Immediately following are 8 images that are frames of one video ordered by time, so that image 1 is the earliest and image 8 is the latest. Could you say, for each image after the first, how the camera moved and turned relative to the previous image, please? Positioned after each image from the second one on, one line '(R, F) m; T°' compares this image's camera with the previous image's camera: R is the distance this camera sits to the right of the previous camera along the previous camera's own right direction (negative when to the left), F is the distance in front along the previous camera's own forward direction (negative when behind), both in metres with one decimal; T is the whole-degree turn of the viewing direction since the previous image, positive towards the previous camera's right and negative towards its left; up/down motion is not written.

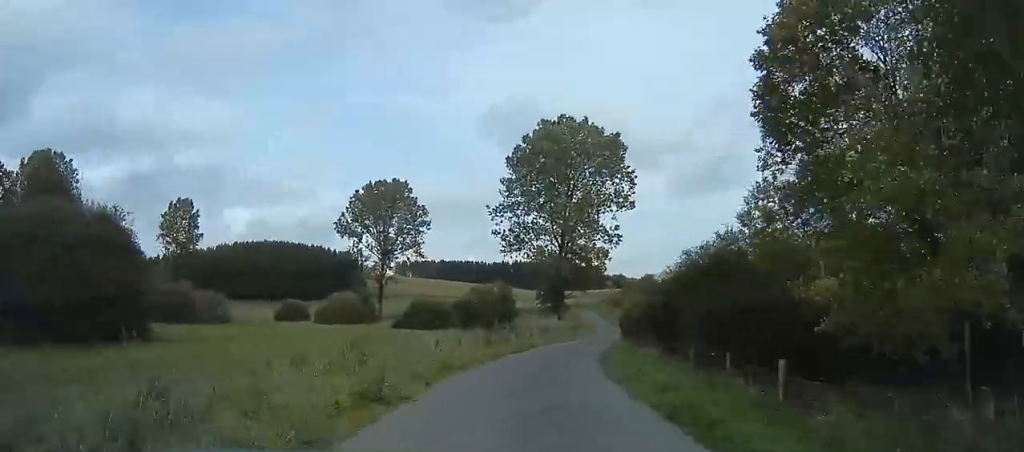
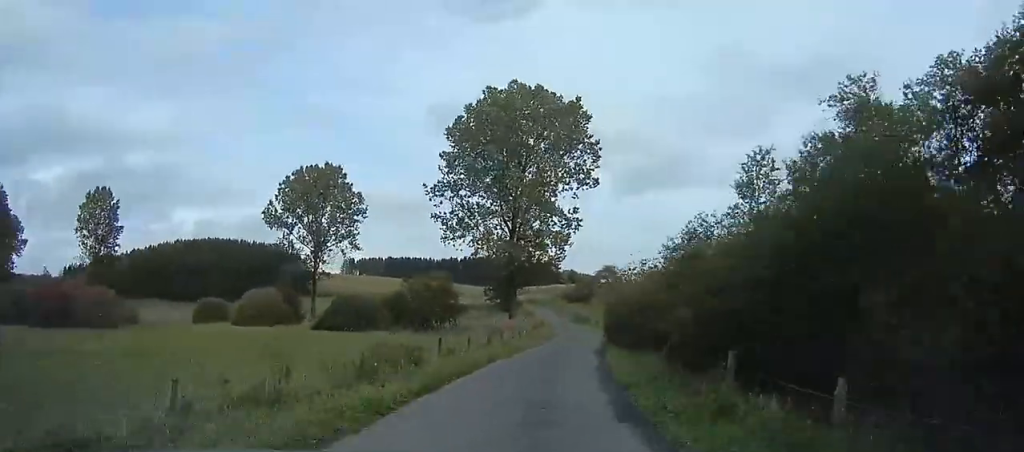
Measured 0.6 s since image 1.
(+0.7, +9.9) m; +3°
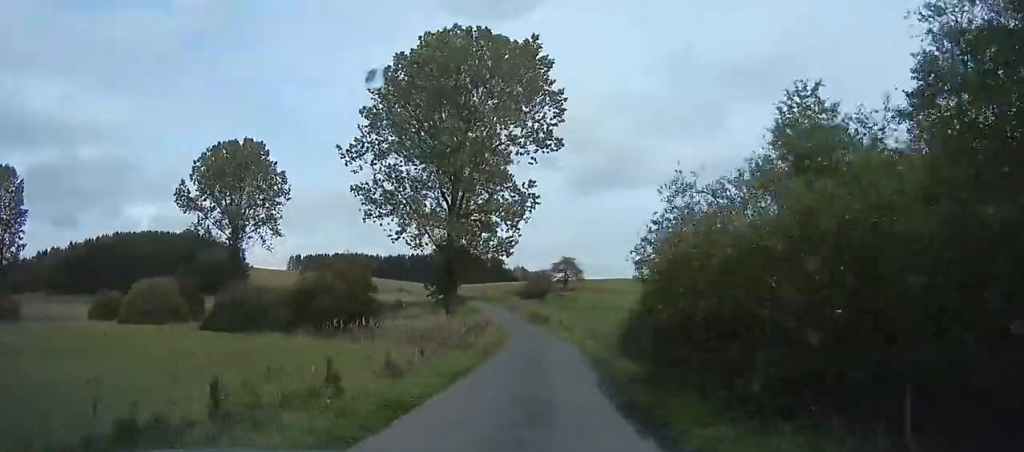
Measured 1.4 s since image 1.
(+0.3, +12.3) m; +1°
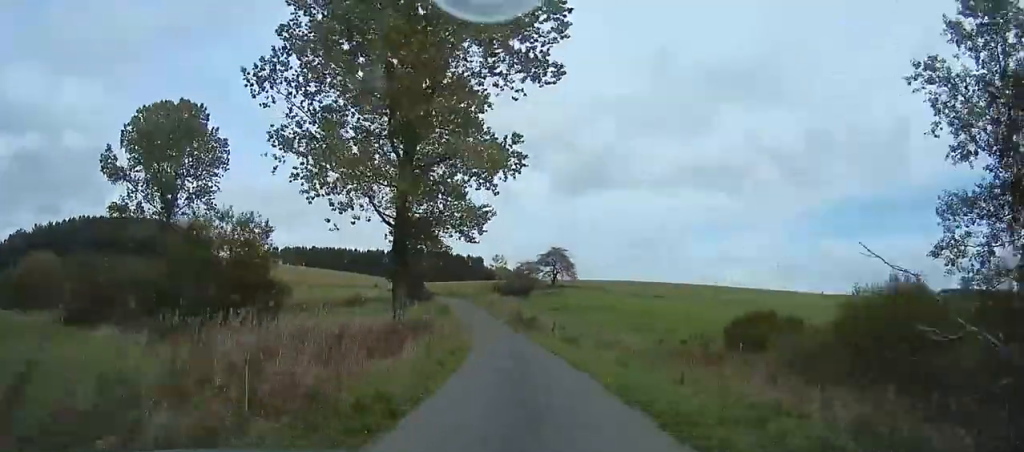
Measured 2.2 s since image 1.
(0.0, +13.1) m; 0°
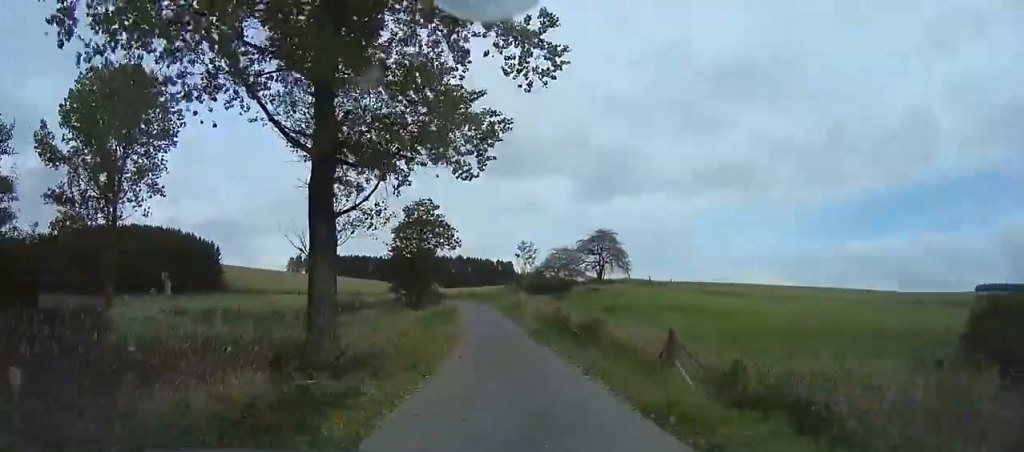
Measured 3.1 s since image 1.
(0.0, +15.6) m; -1°
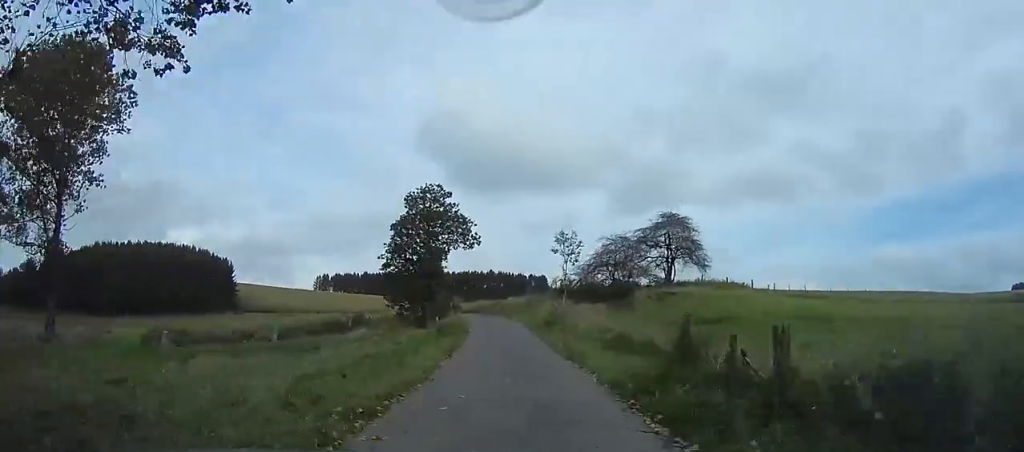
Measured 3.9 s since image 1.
(+0.1, +12.5) m; -2°
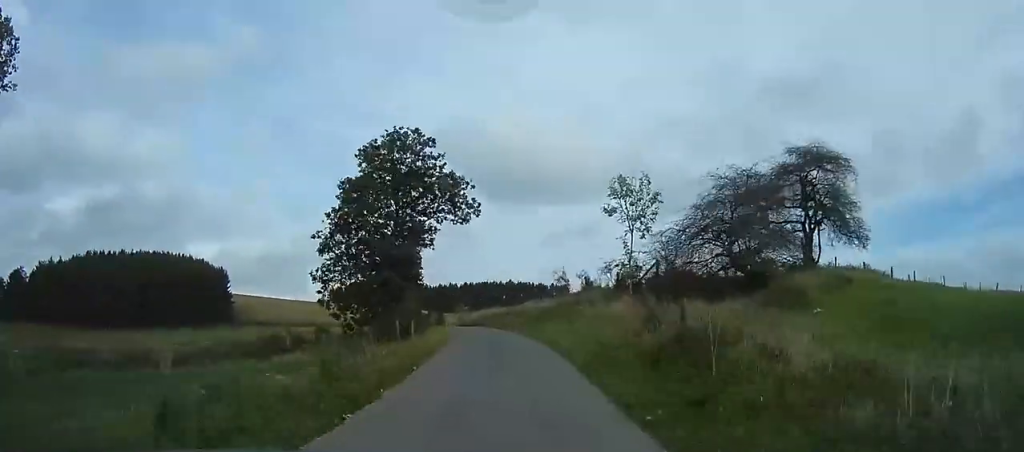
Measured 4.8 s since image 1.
(-0.5, +15.7) m; -2°
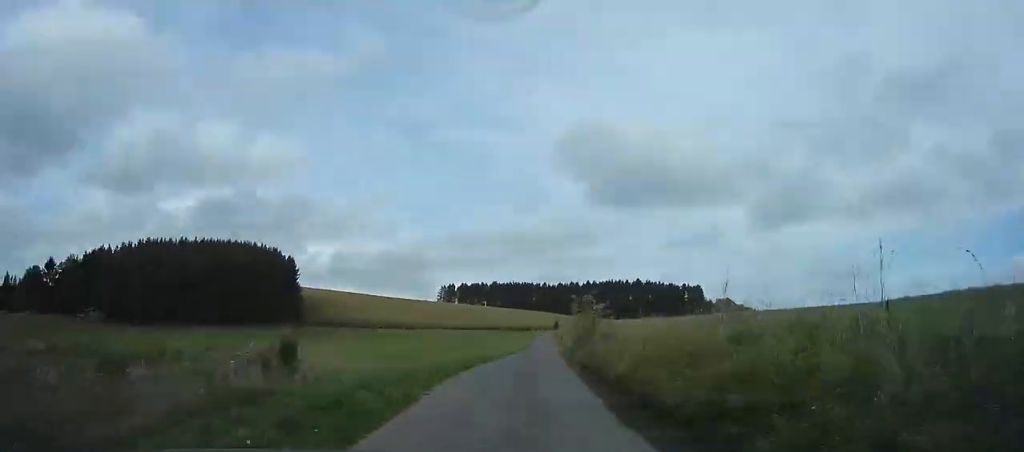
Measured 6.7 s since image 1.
(-3.2, +35.3) m; -11°
